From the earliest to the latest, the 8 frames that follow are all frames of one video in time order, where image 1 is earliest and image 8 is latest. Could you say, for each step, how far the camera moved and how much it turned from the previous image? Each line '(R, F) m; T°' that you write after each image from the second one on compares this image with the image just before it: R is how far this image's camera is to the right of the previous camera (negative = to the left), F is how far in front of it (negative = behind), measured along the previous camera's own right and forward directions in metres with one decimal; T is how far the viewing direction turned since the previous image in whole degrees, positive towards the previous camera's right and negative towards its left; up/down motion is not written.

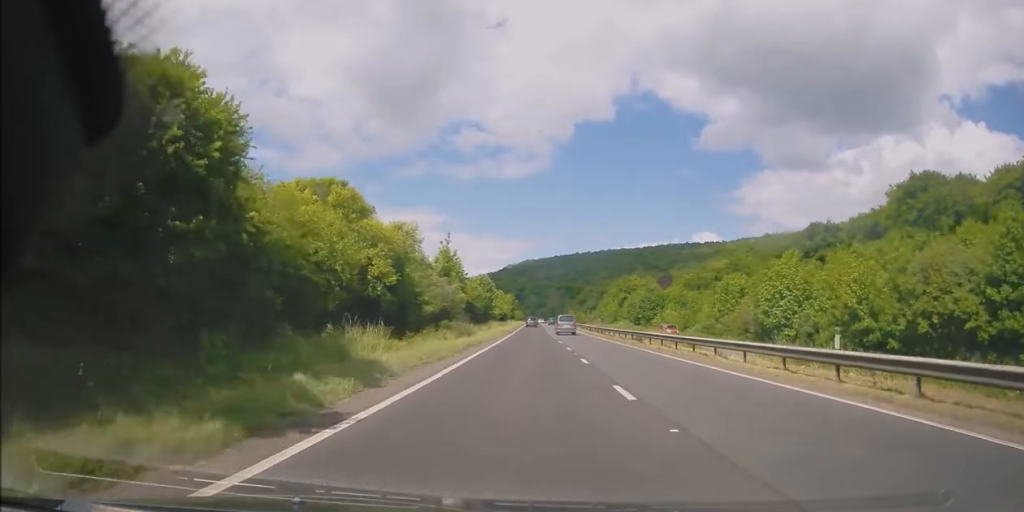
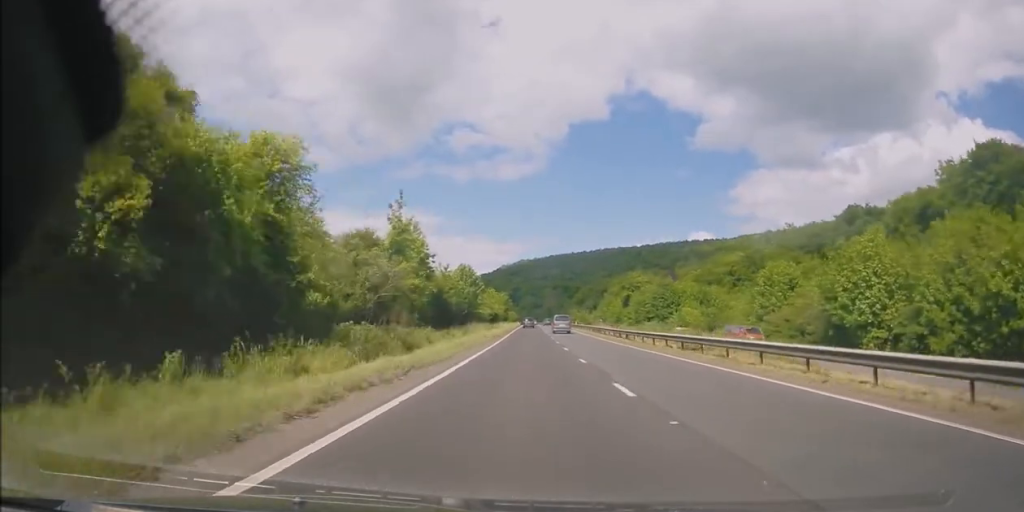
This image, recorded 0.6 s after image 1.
(-0.2, +17.8) m; +1°
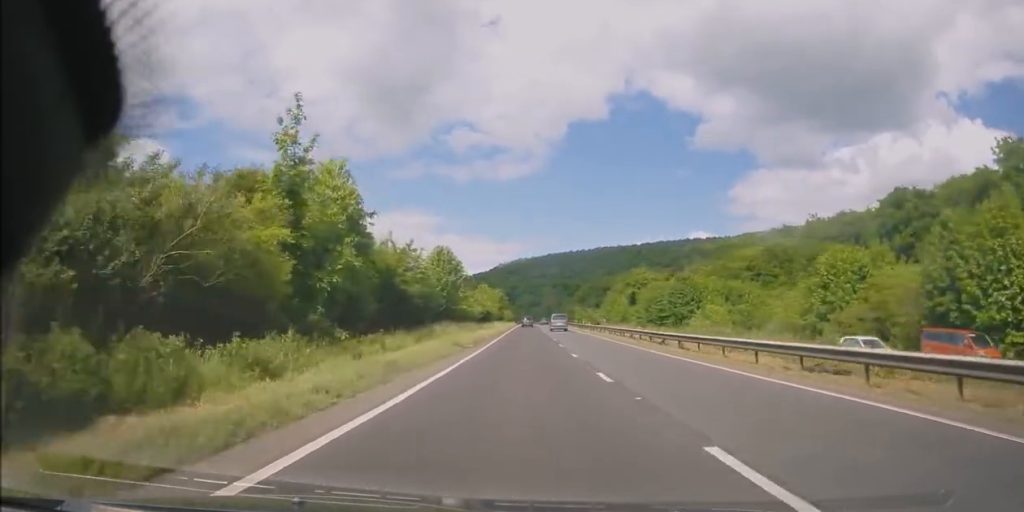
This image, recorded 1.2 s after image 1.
(+0.5, +15.8) m; 0°
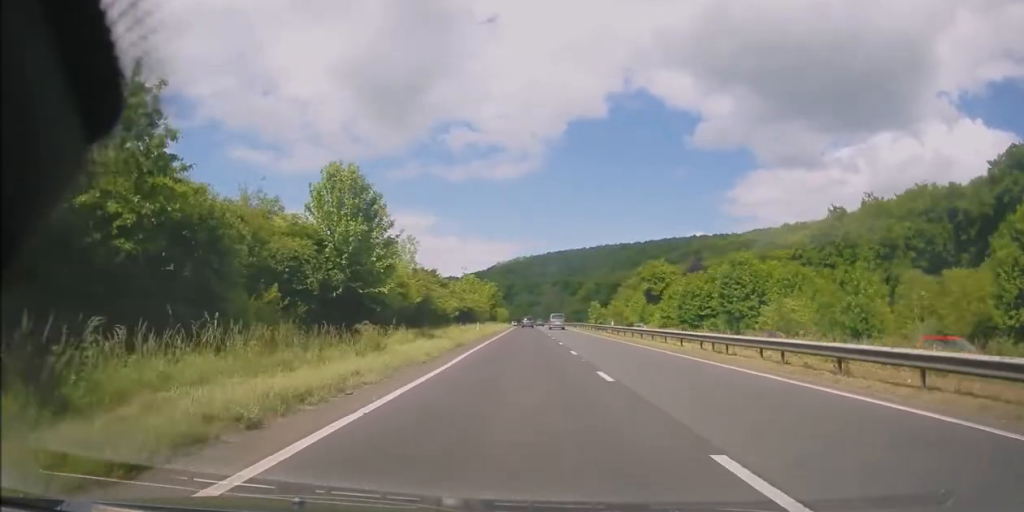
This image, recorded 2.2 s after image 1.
(0.0, +27.8) m; 0°
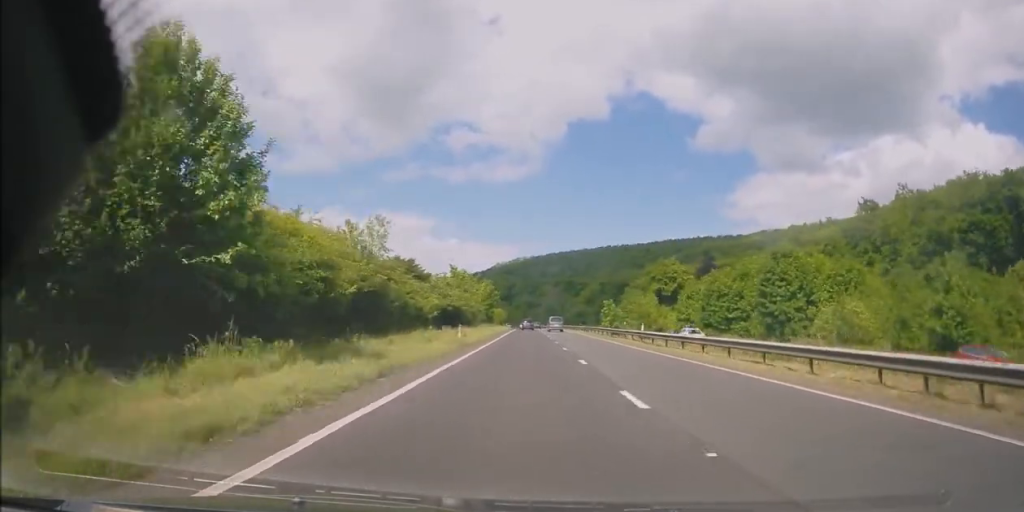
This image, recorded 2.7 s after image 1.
(-0.2, +12.8) m; 0°
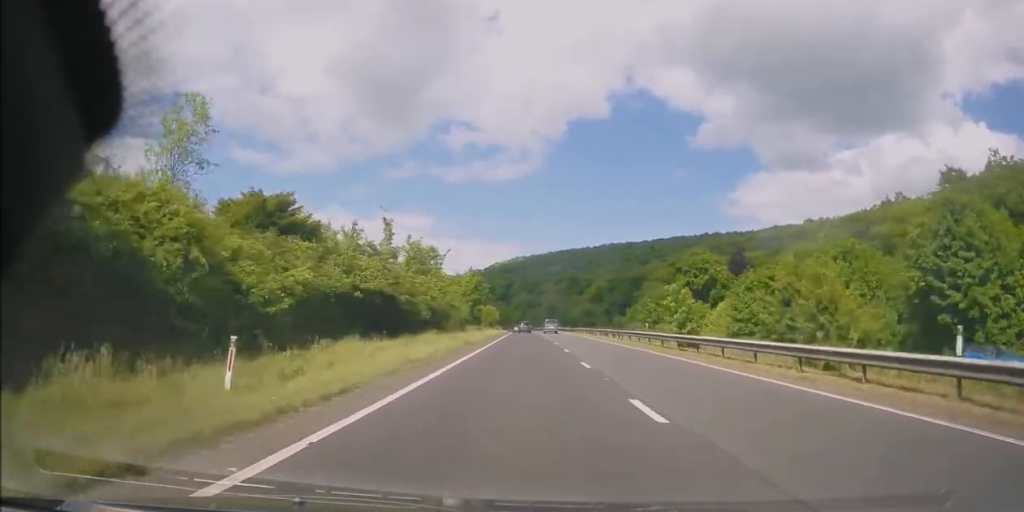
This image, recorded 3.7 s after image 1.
(+0.6, +27.9) m; 0°
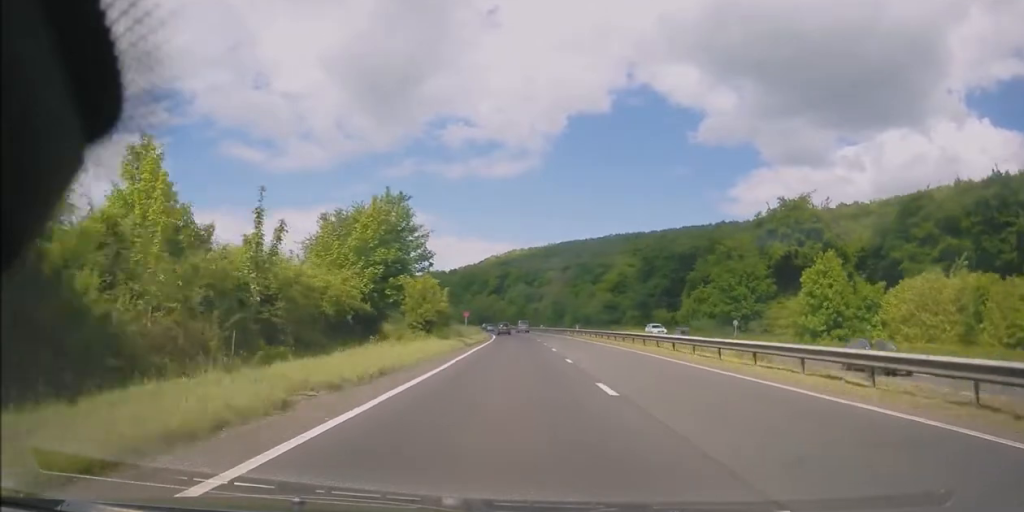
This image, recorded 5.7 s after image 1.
(-0.4, +51.2) m; 0°
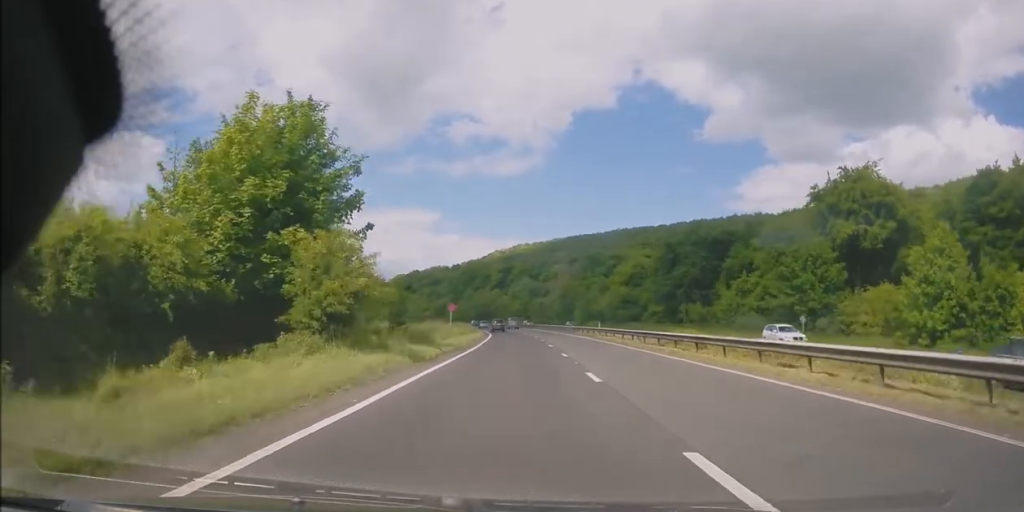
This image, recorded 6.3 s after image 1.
(-0.1, +16.2) m; 0°
